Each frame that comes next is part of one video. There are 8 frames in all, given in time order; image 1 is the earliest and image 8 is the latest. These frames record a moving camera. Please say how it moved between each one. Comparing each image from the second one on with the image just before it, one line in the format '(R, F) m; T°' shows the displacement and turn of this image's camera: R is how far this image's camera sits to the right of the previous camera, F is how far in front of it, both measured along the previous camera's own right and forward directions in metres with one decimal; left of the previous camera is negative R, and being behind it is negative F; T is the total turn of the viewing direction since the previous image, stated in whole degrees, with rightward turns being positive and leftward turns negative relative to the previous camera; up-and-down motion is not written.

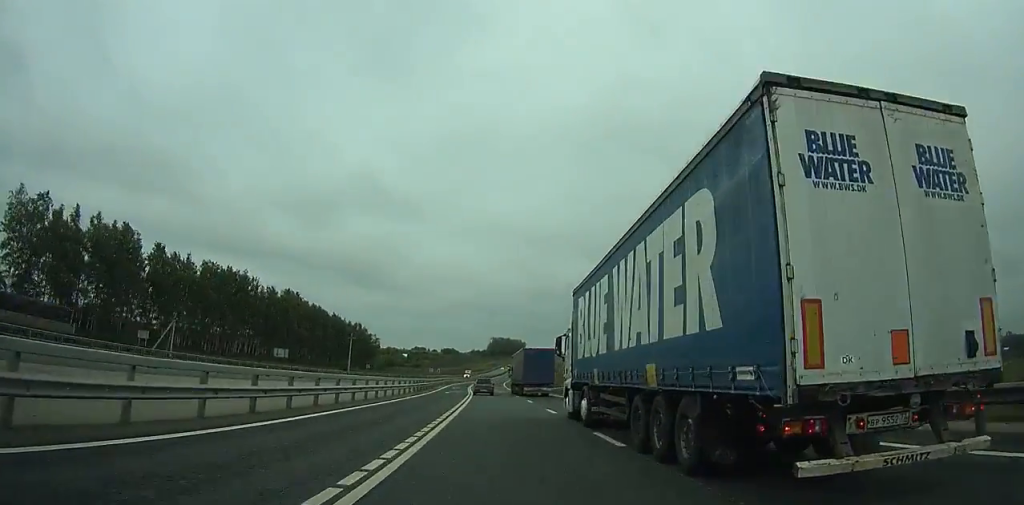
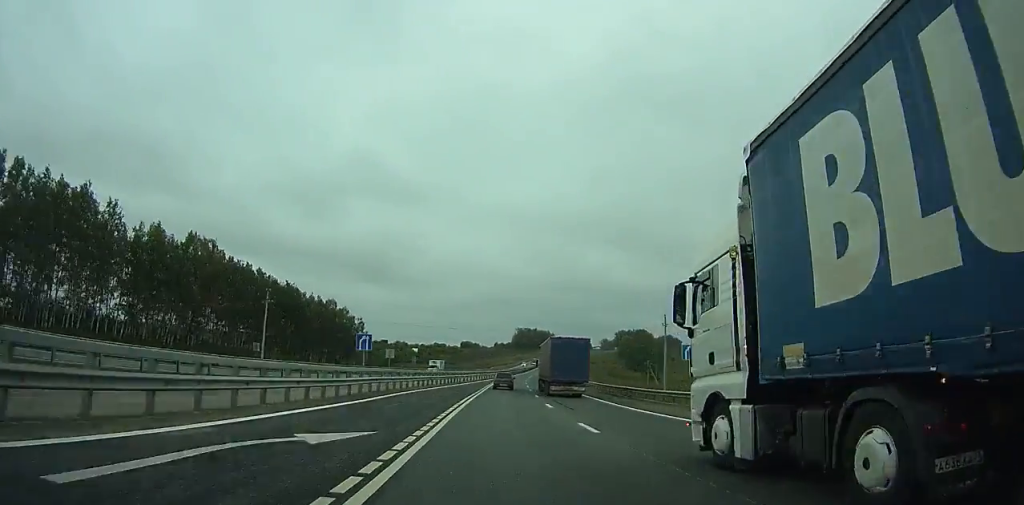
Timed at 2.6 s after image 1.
(-2.5, +79.2) m; -2°
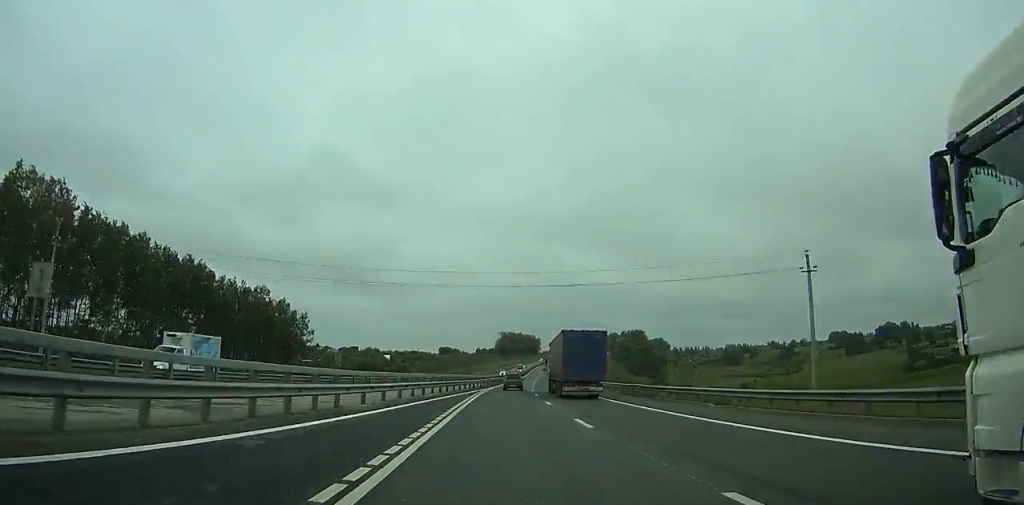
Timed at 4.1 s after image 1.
(-0.9, +45.4) m; +1°
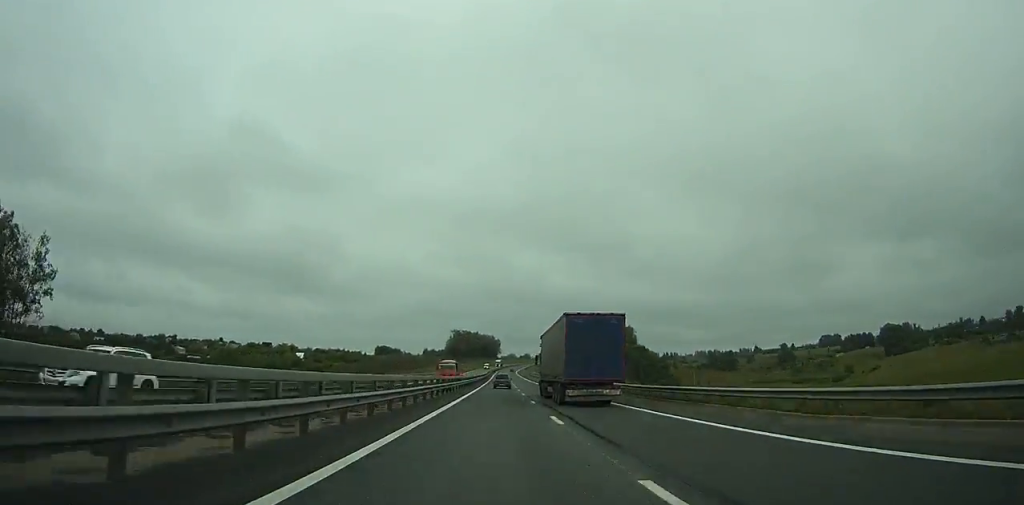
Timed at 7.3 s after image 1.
(+2.6, +96.1) m; +3°
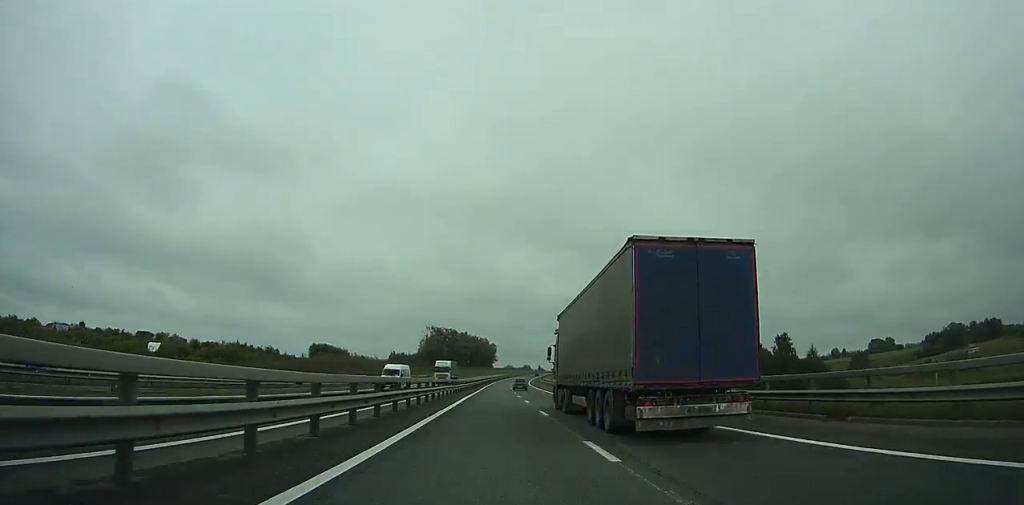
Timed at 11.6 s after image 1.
(+7.1, +127.1) m; +5°
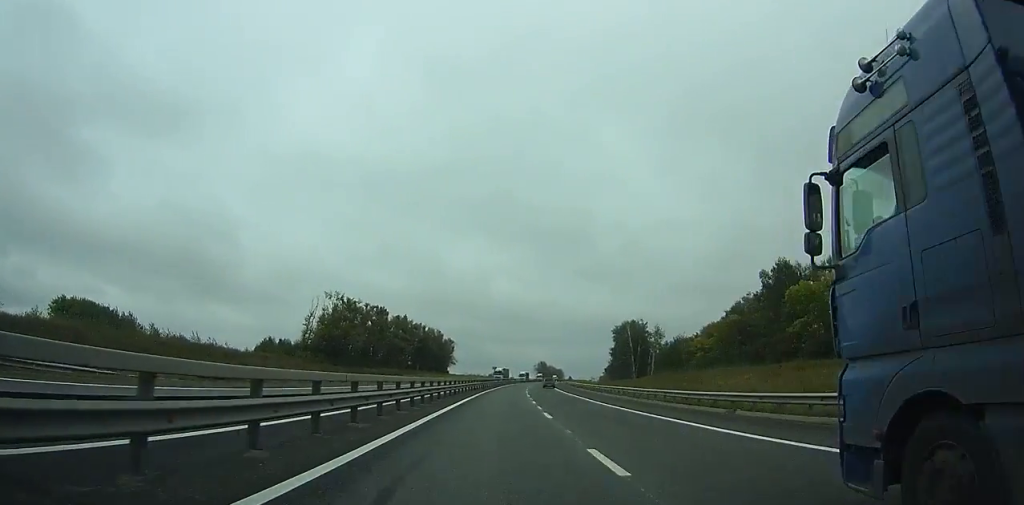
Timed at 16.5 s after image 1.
(-11.1, +144.9) m; -5°
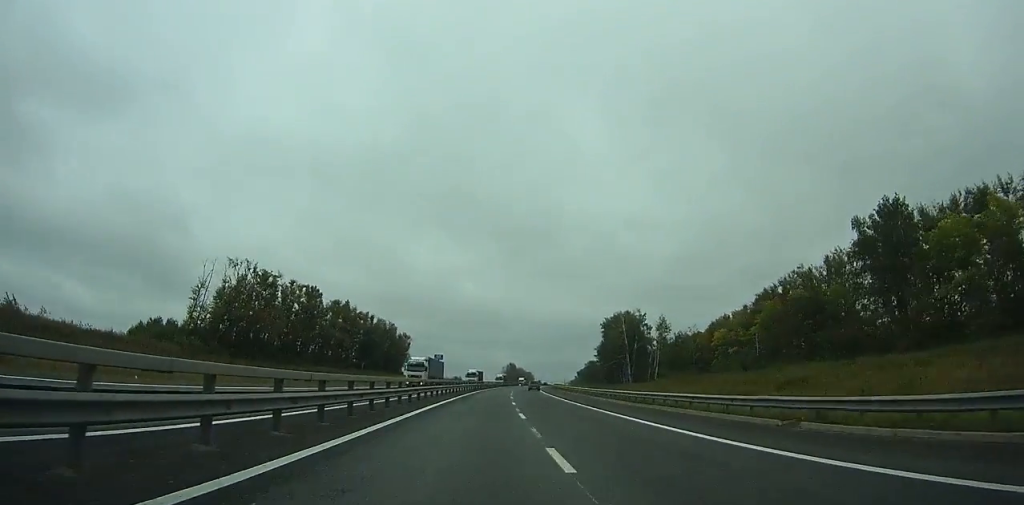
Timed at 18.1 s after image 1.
(+4.9, +47.8) m; +5°
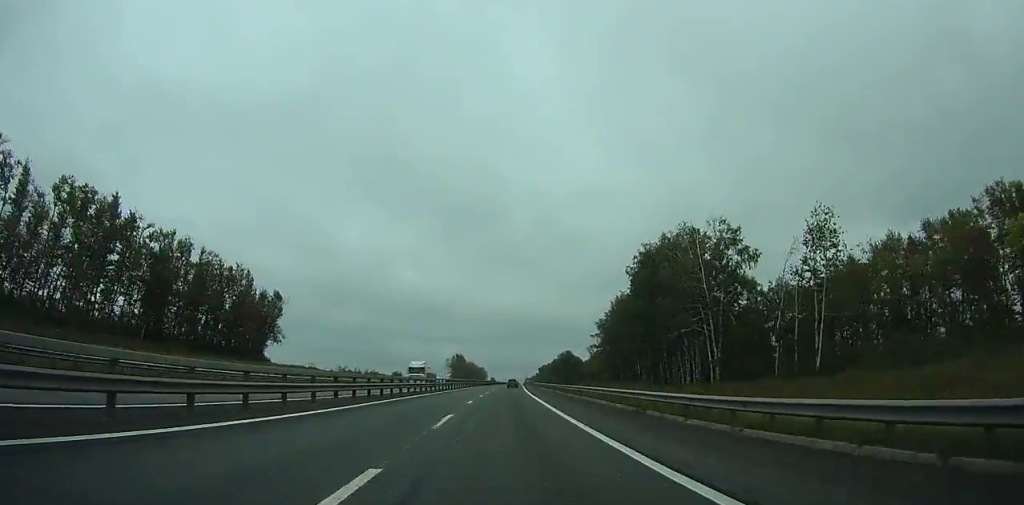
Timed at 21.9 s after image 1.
(+11.8, +111.4) m; +8°
